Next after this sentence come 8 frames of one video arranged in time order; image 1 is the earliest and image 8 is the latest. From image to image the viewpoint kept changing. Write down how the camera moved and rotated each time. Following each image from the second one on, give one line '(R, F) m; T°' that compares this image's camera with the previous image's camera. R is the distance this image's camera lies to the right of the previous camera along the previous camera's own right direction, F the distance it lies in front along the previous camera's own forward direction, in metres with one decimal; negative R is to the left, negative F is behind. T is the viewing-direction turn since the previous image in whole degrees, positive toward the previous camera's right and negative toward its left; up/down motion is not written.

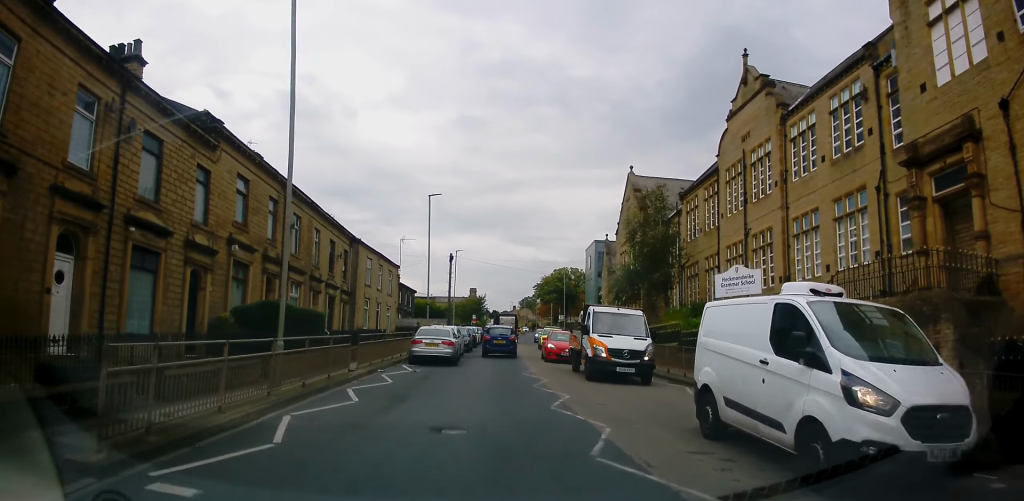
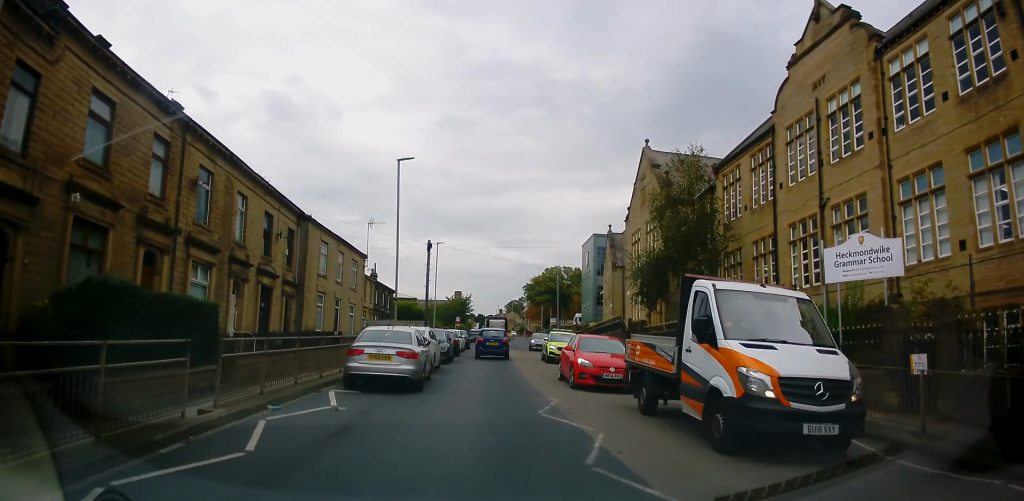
(-0.6, +8.7) m; -4°
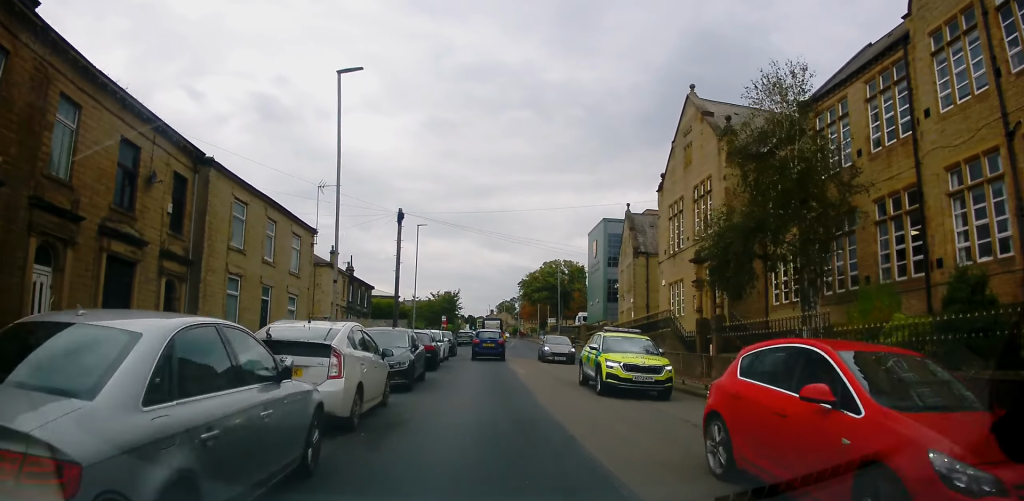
(+0.1, +10.8) m; 0°
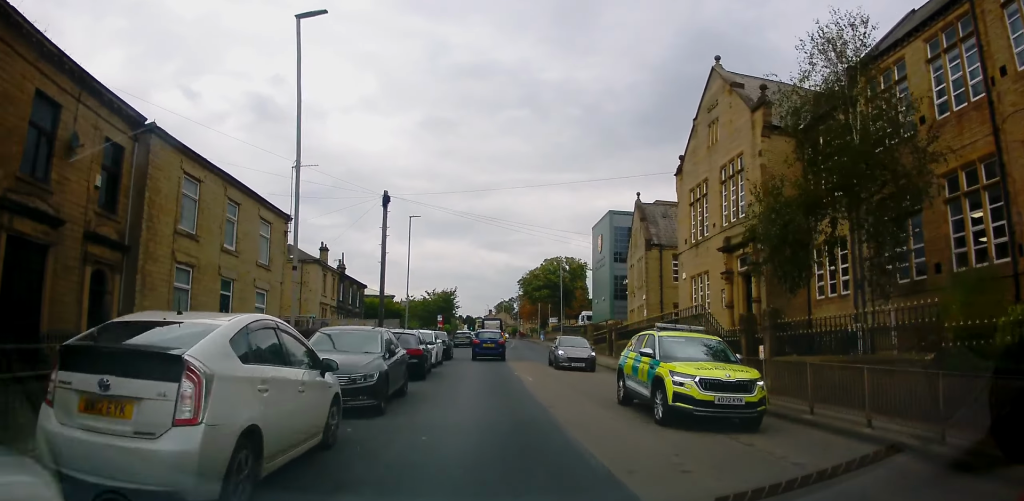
(+0.2, +3.9) m; 0°
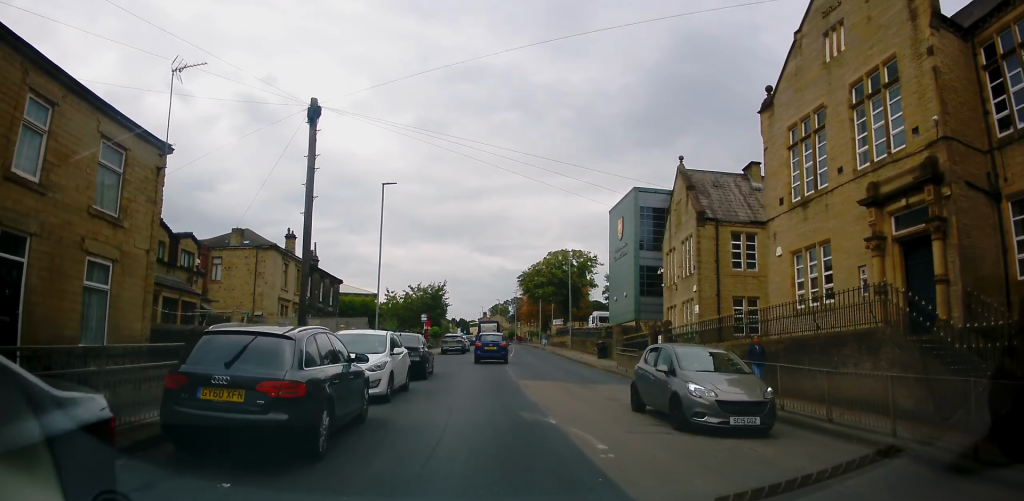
(-0.6, +10.9) m; -3°
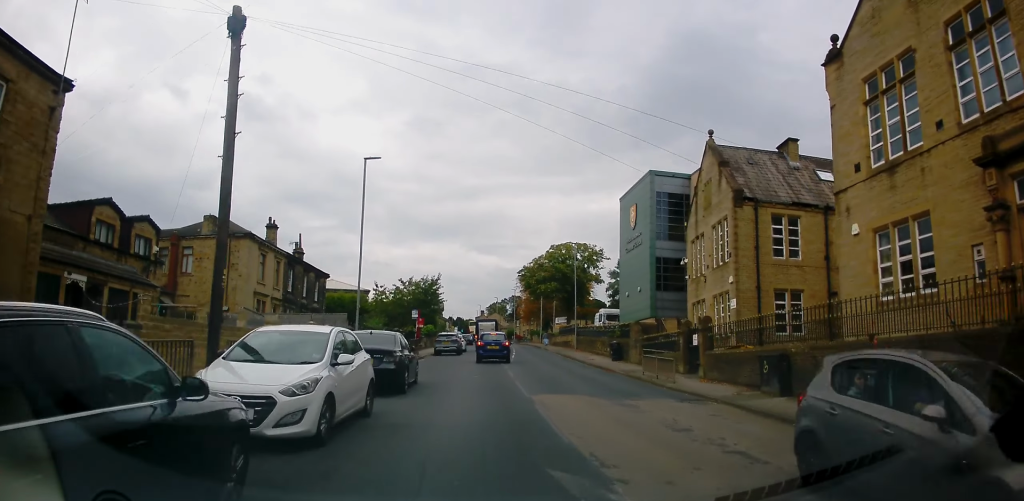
(0.0, +4.7) m; 0°
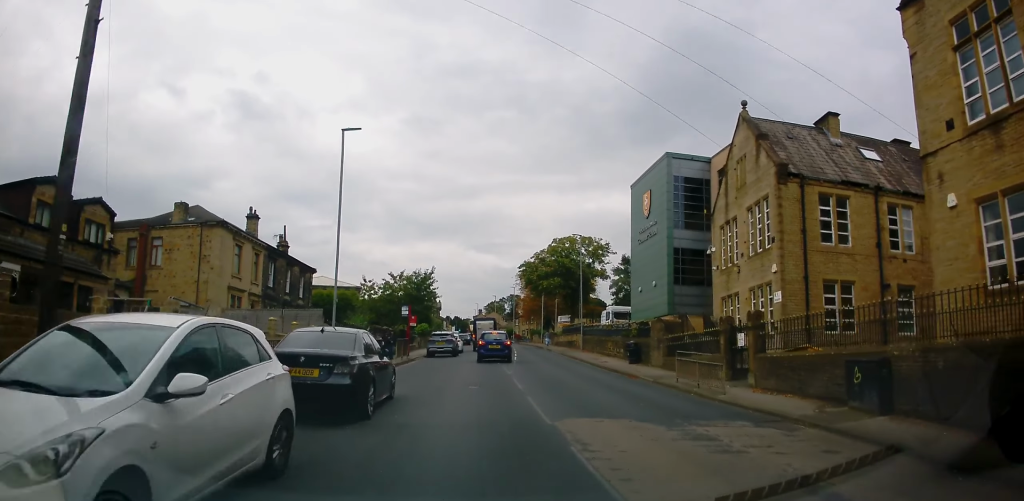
(0.0, +4.4) m; 0°
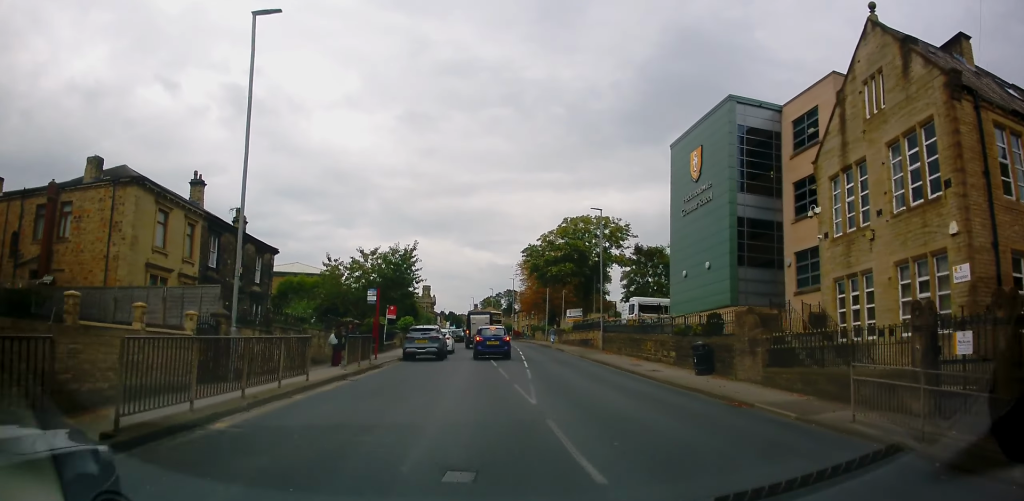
(-0.1, +9.4) m; -1°
